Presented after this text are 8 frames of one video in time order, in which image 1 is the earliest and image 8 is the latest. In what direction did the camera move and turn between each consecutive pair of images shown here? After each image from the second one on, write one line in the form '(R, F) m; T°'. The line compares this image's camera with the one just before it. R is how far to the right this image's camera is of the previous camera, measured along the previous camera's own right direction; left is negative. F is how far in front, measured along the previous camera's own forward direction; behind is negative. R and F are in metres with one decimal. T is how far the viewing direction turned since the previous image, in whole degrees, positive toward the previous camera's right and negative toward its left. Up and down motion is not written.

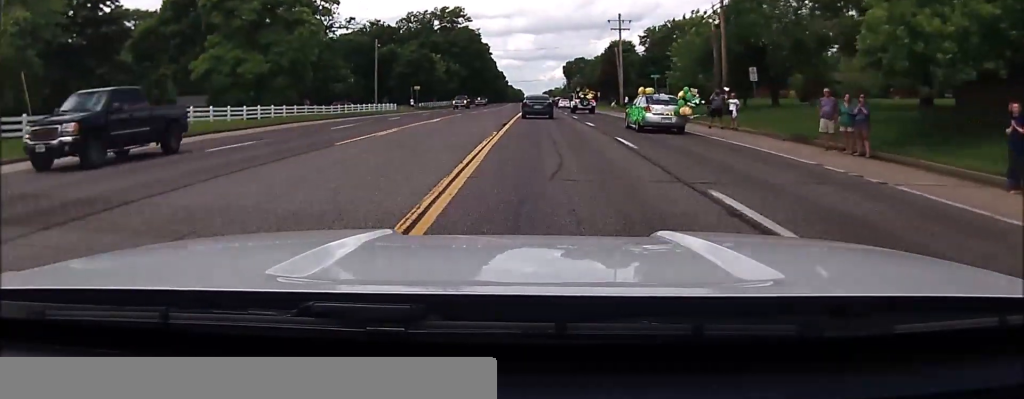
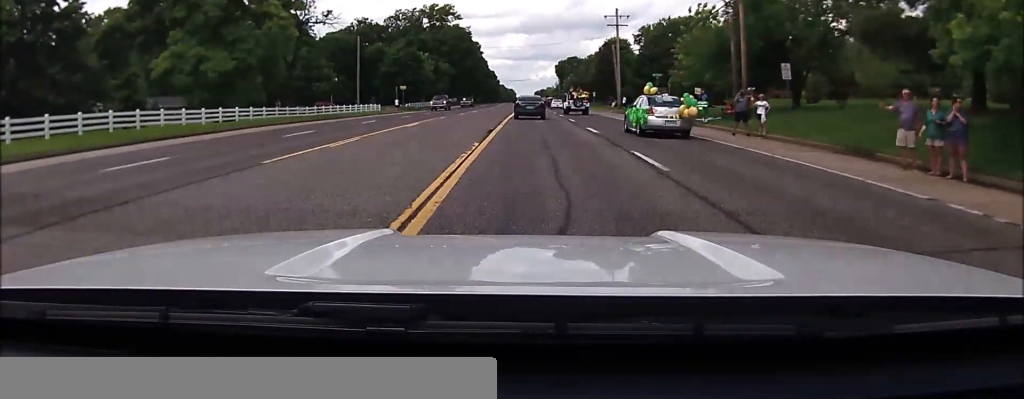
(-0.2, +5.0) m; 0°
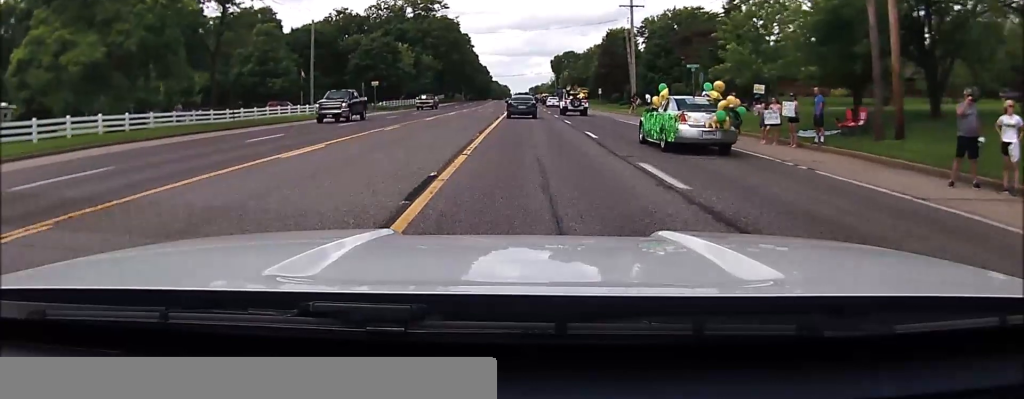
(+0.3, +15.0) m; +1°
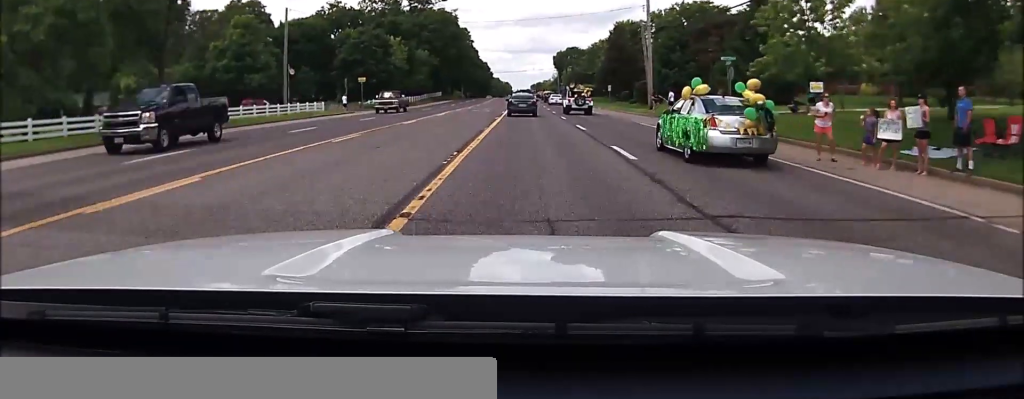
(-0.3, +7.5) m; 0°
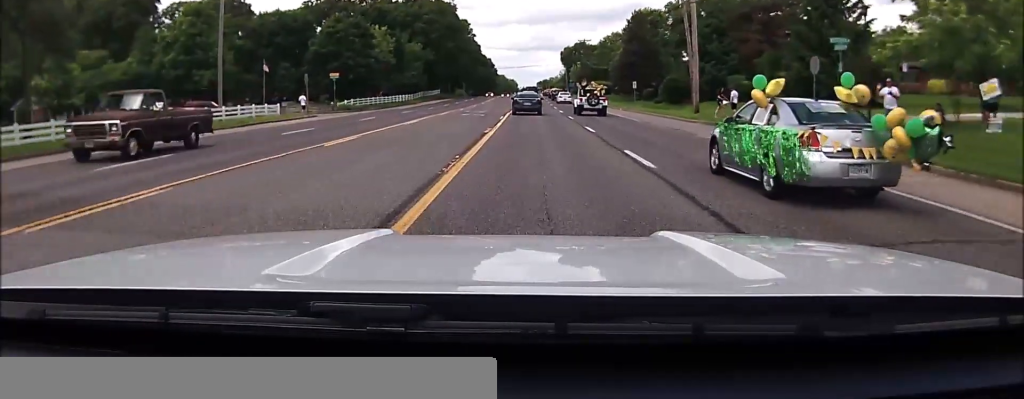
(+0.2, +13.2) m; +1°
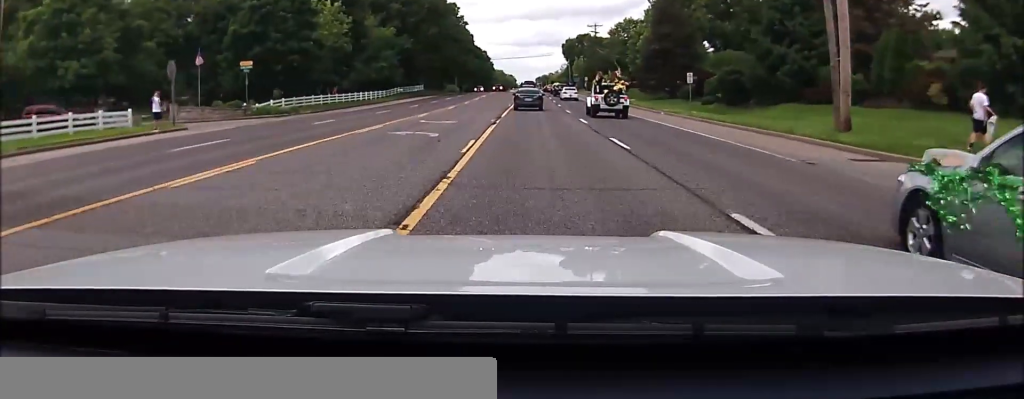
(-0.6, +20.6) m; -2°
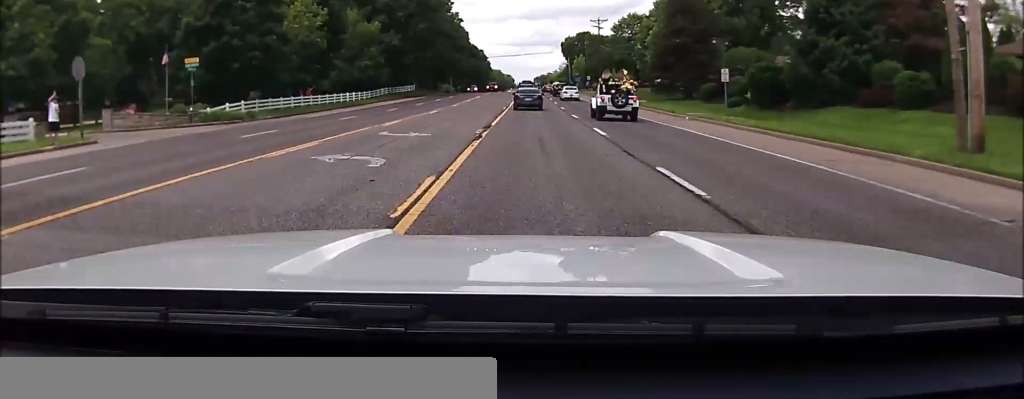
(+0.1, +7.4) m; +1°
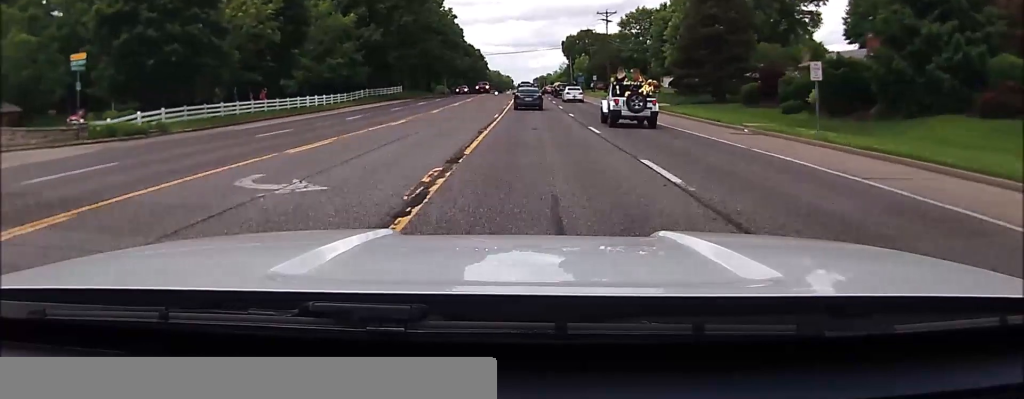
(+0.2, +10.3) m; +1°
